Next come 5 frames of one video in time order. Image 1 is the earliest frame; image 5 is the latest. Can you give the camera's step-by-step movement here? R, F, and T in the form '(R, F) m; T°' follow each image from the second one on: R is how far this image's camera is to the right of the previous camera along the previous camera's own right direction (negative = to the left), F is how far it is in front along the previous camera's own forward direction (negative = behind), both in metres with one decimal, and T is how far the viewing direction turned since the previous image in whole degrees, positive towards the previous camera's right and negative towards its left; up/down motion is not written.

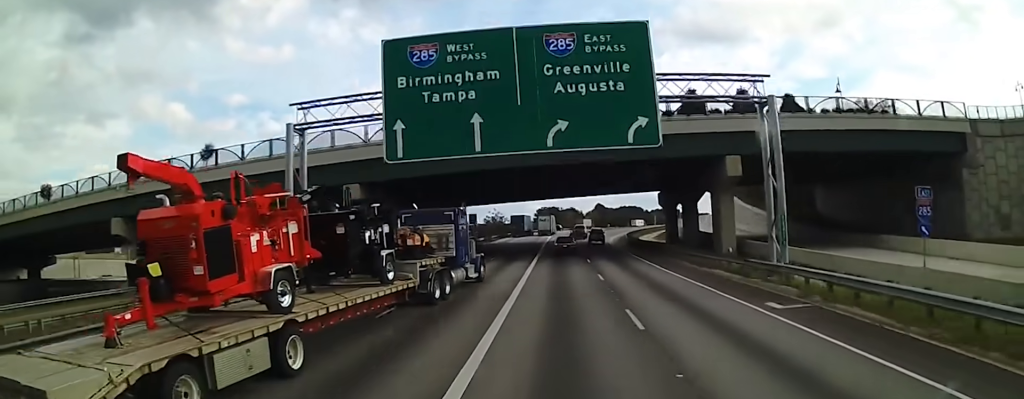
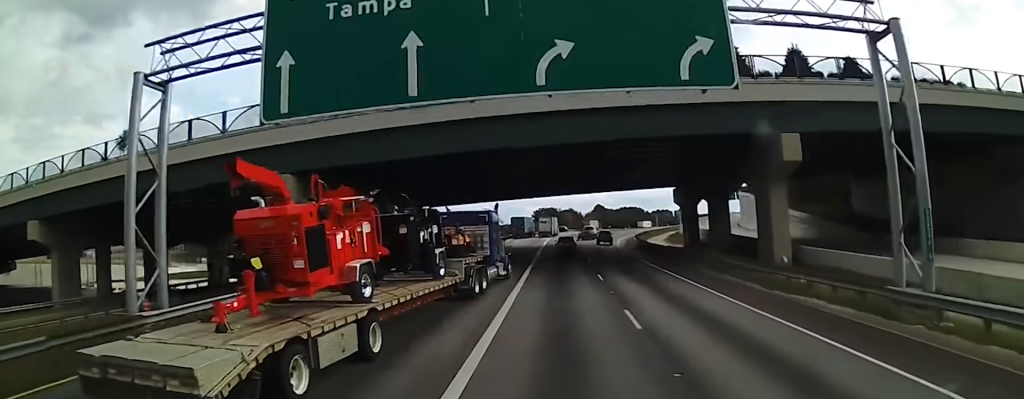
(-0.2, +12.3) m; -1°
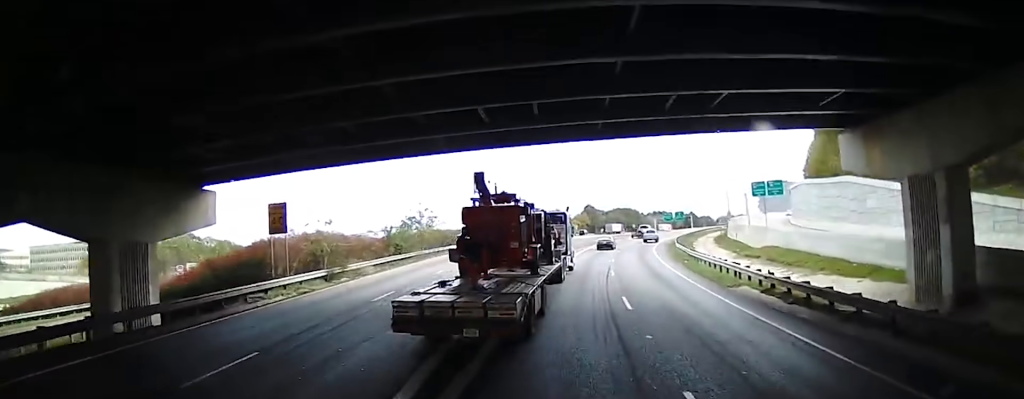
(-0.3, +45.1) m; +1°
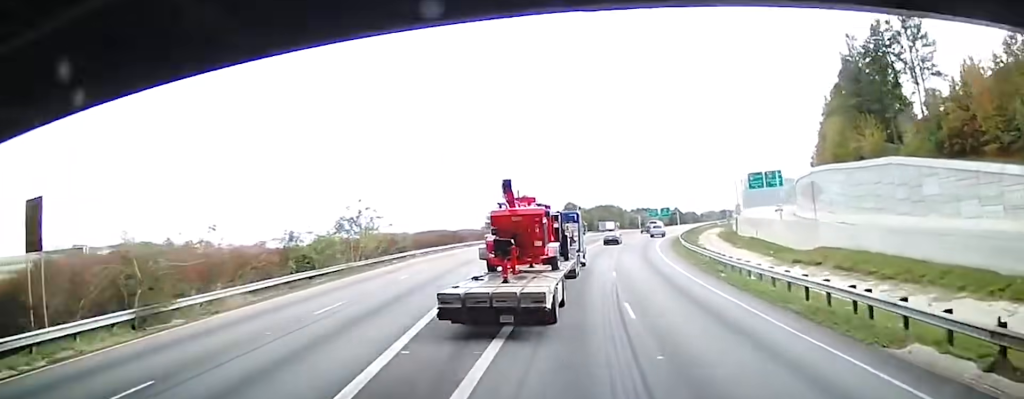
(+0.2, +14.6) m; +3°
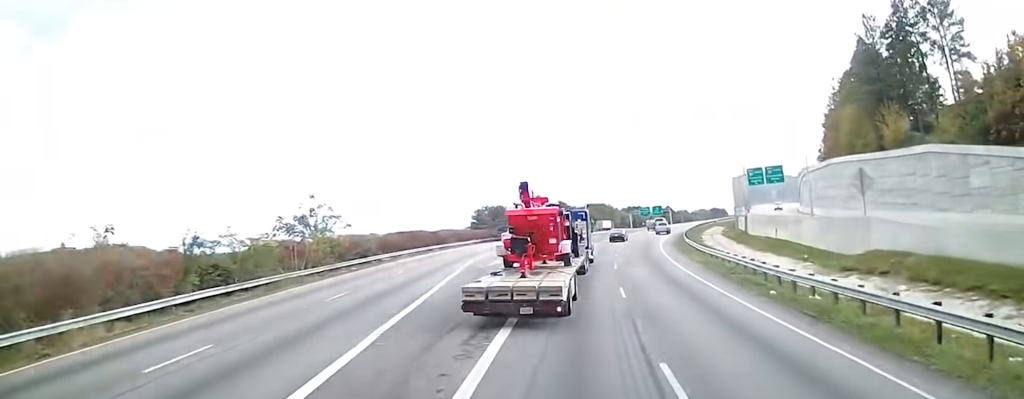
(+0.2, +8.7) m; +1°
